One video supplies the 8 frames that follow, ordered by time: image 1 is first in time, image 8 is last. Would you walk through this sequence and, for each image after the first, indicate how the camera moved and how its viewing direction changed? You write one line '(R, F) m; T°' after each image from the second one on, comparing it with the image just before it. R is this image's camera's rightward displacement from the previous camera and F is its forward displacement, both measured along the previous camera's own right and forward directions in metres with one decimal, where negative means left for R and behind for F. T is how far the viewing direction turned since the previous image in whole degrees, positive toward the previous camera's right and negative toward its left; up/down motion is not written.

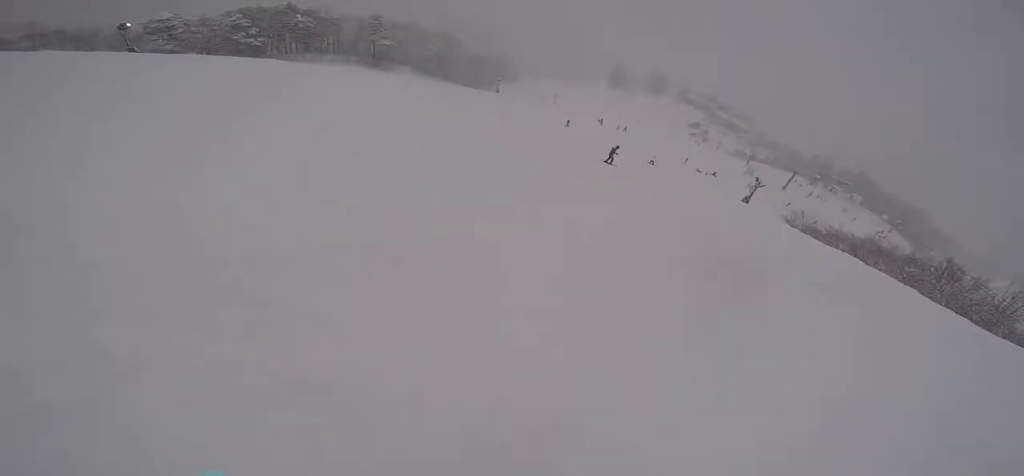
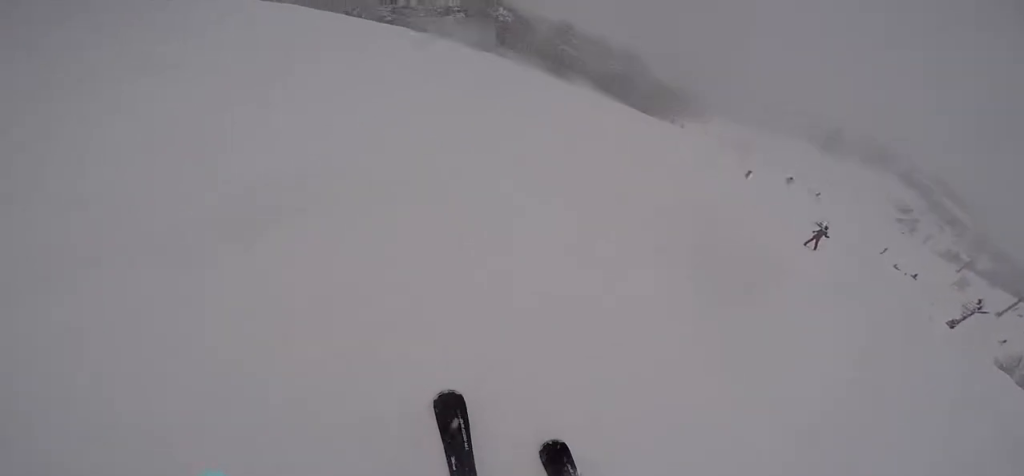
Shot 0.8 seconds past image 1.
(-0.6, +3.4) m; -9°
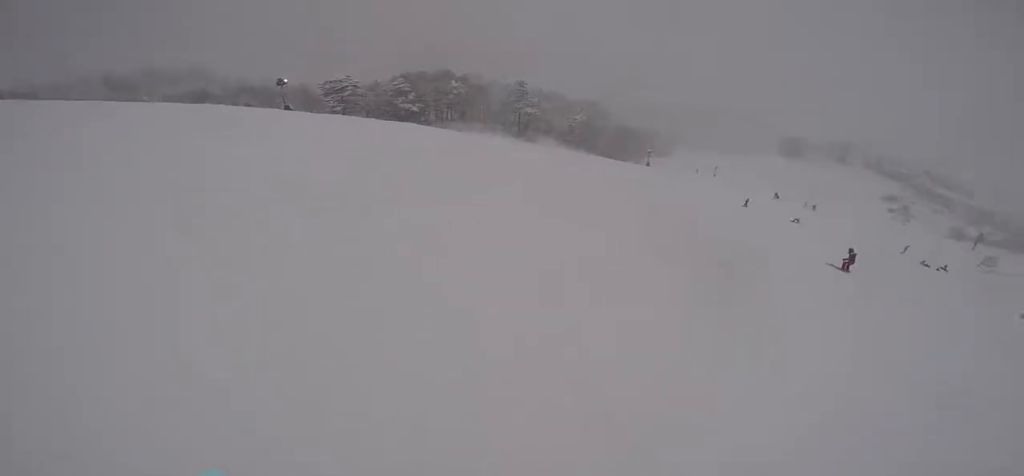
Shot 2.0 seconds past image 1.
(+0.1, +5.8) m; +15°
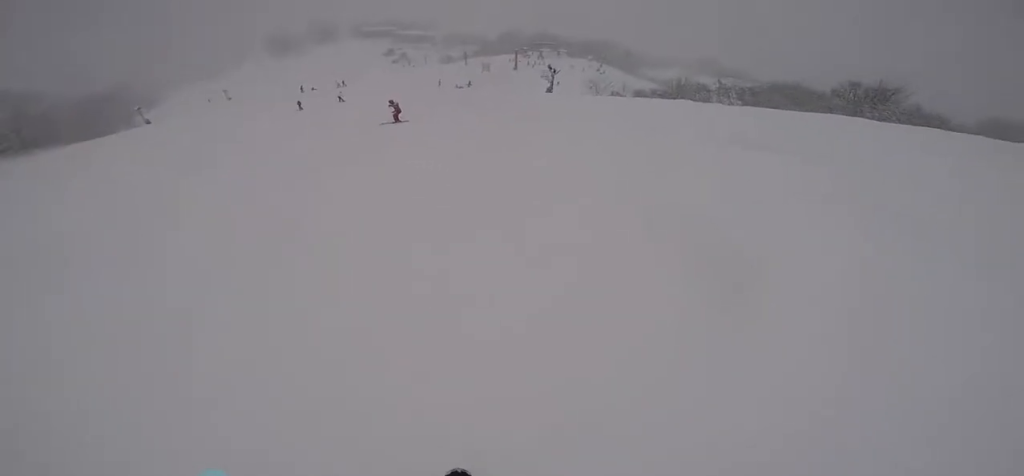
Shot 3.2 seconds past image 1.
(+1.2, +5.3) m; +22°
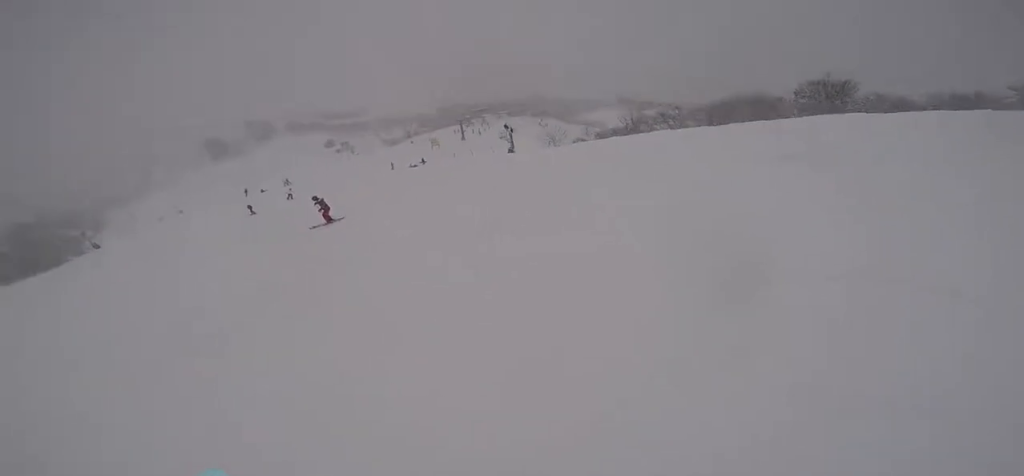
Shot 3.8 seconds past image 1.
(+0.3, +3.4) m; +5°
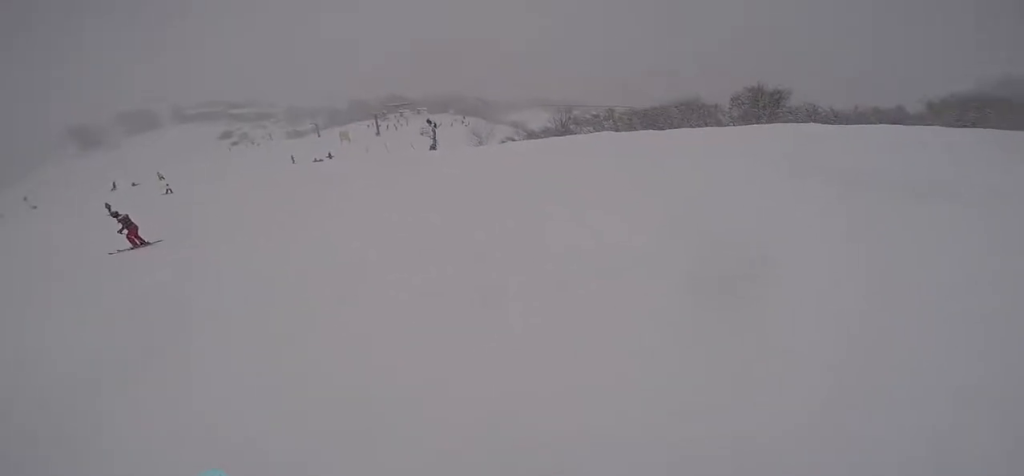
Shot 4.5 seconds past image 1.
(+0.1, +3.3) m; -1°
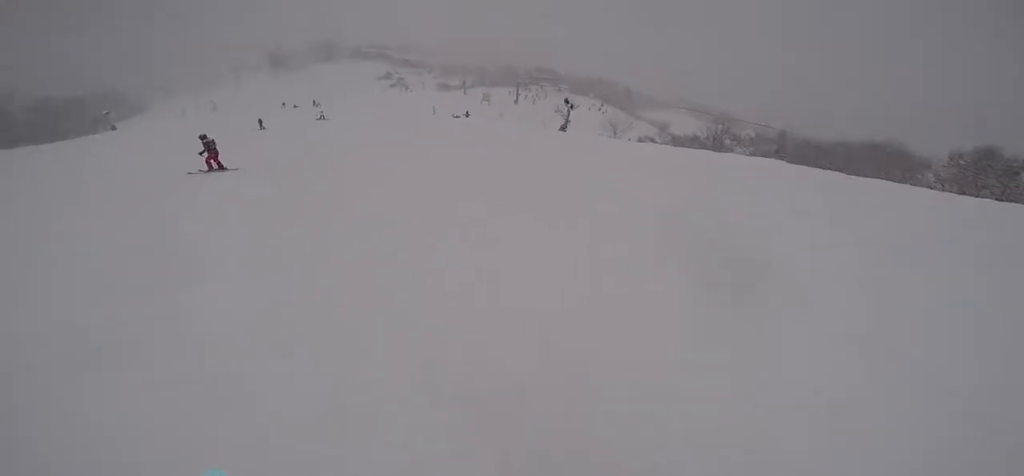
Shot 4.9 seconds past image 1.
(+0.1, +2.5) m; -7°
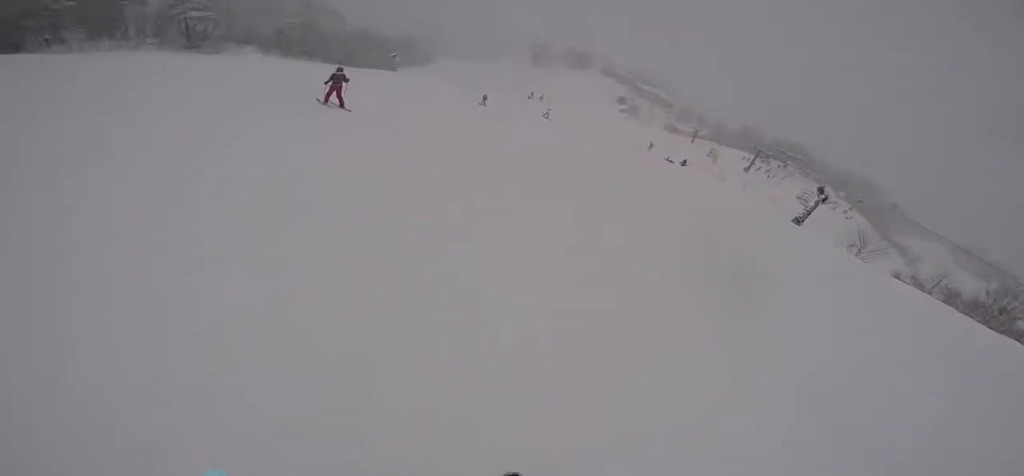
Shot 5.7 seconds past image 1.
(-0.5, +4.6) m; -6°
